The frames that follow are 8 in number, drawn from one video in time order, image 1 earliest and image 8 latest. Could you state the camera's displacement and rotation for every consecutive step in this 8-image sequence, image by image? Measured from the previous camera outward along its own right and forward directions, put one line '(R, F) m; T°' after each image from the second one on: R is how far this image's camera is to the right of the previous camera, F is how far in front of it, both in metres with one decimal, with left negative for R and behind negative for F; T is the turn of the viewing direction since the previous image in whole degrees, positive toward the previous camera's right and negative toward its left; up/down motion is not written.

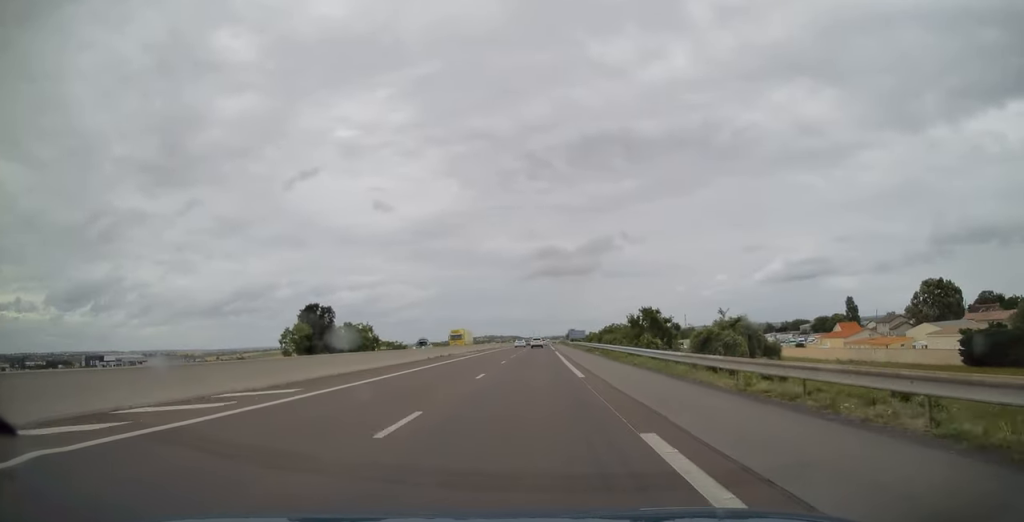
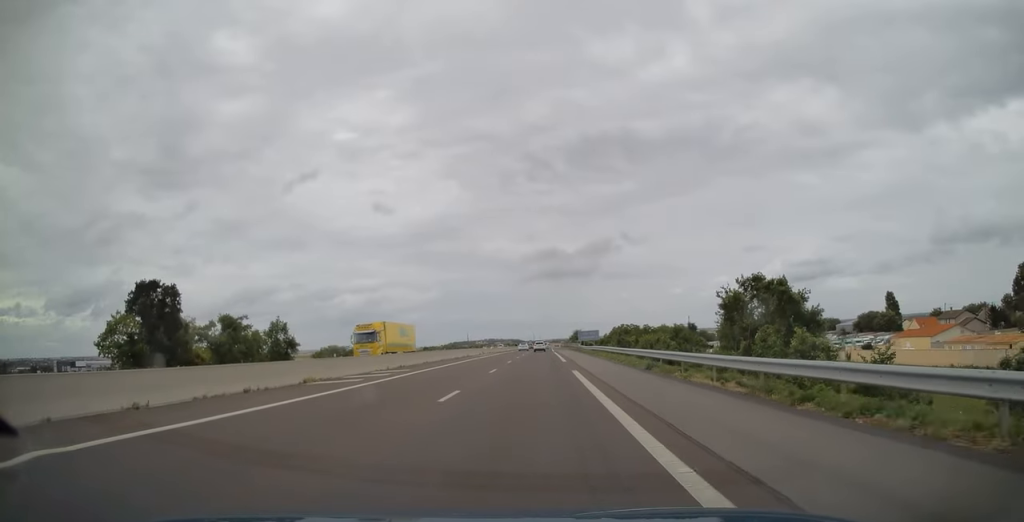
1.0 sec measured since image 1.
(+0.2, +33.4) m; 0°
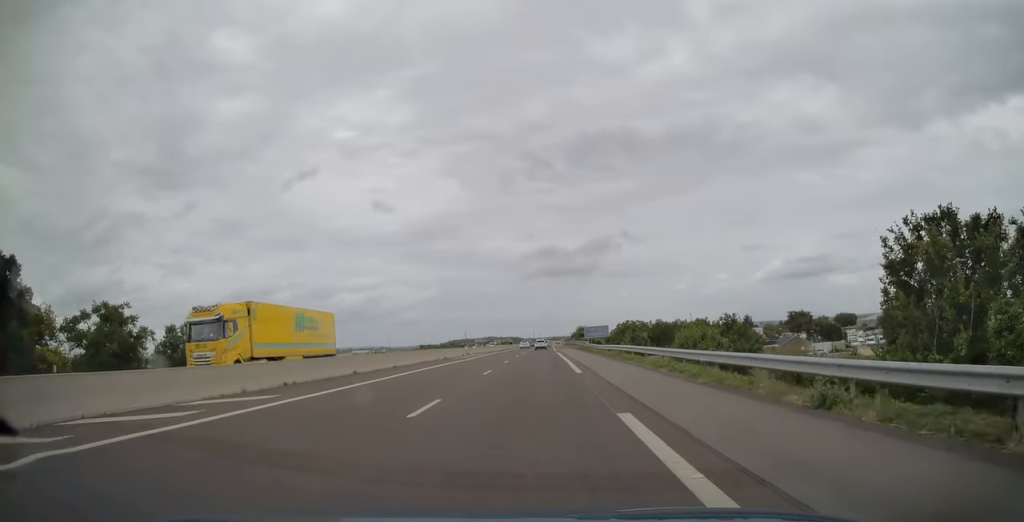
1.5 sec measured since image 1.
(0.0, +16.2) m; 0°
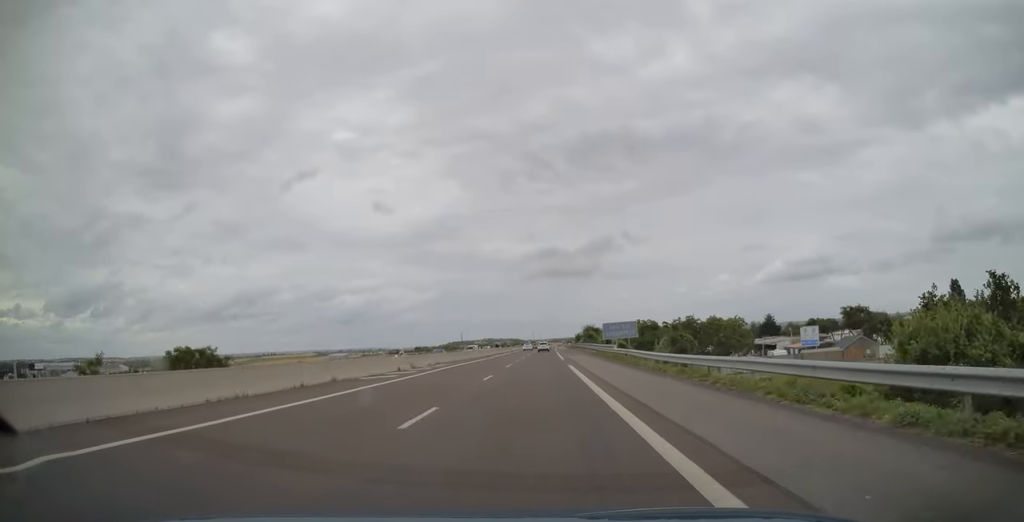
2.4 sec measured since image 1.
(0.0, +27.0) m; 0°
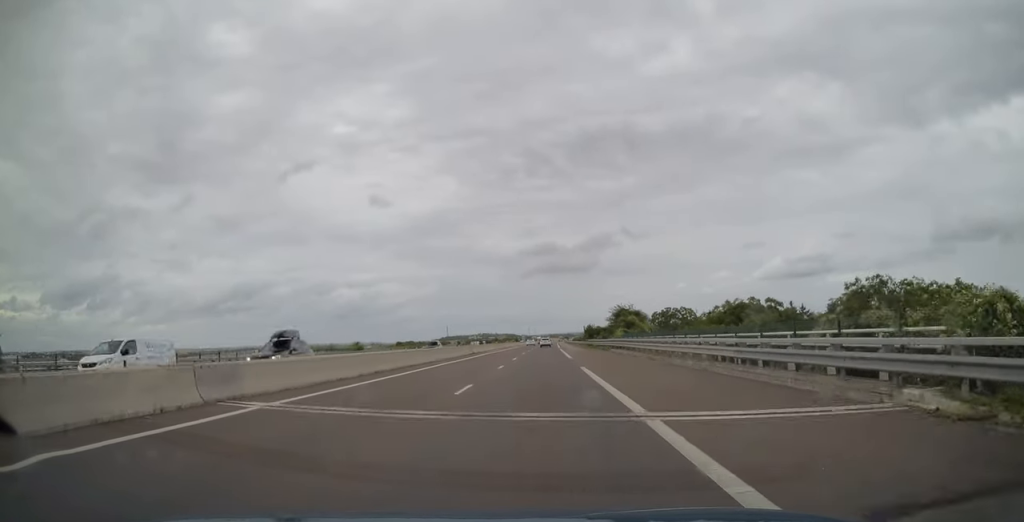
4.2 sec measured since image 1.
(+0.1, +60.4) m; 0°
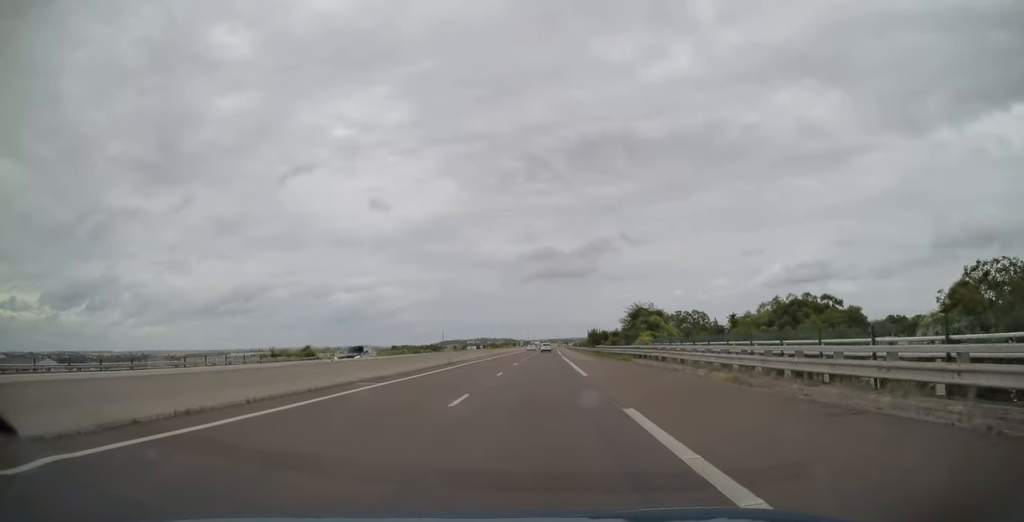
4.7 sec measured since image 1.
(0.0, +14.0) m; 0°
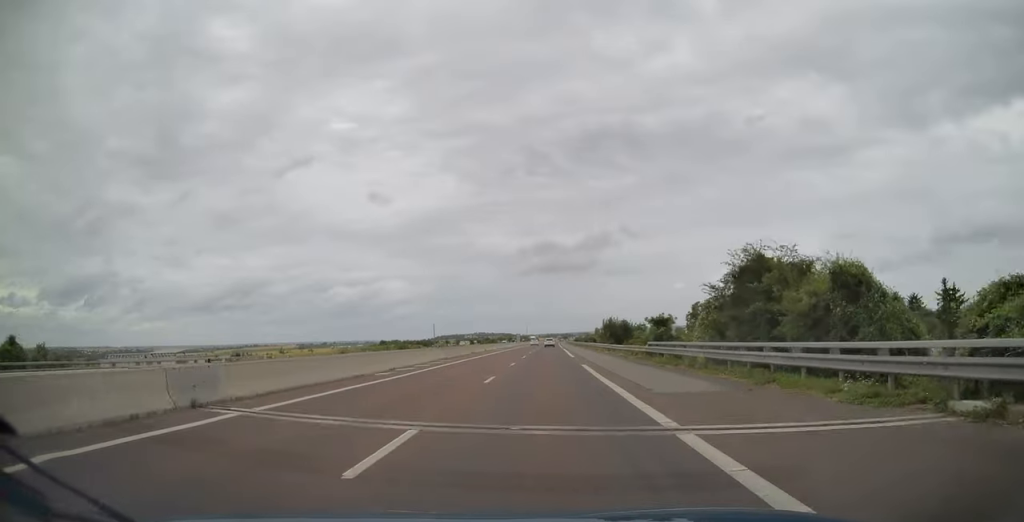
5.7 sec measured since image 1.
(0.0, +33.4) m; 0°
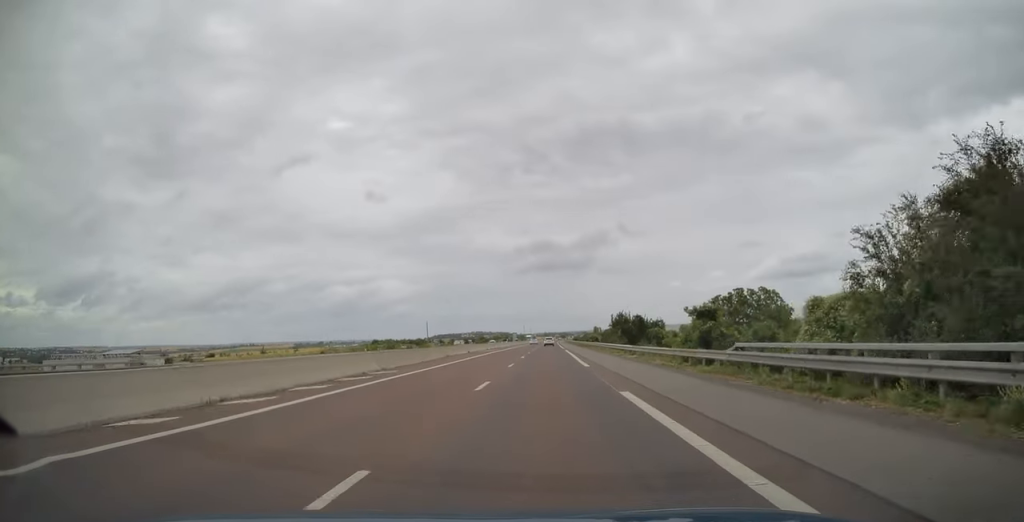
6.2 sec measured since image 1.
(-0.1, +15.6) m; 0°
